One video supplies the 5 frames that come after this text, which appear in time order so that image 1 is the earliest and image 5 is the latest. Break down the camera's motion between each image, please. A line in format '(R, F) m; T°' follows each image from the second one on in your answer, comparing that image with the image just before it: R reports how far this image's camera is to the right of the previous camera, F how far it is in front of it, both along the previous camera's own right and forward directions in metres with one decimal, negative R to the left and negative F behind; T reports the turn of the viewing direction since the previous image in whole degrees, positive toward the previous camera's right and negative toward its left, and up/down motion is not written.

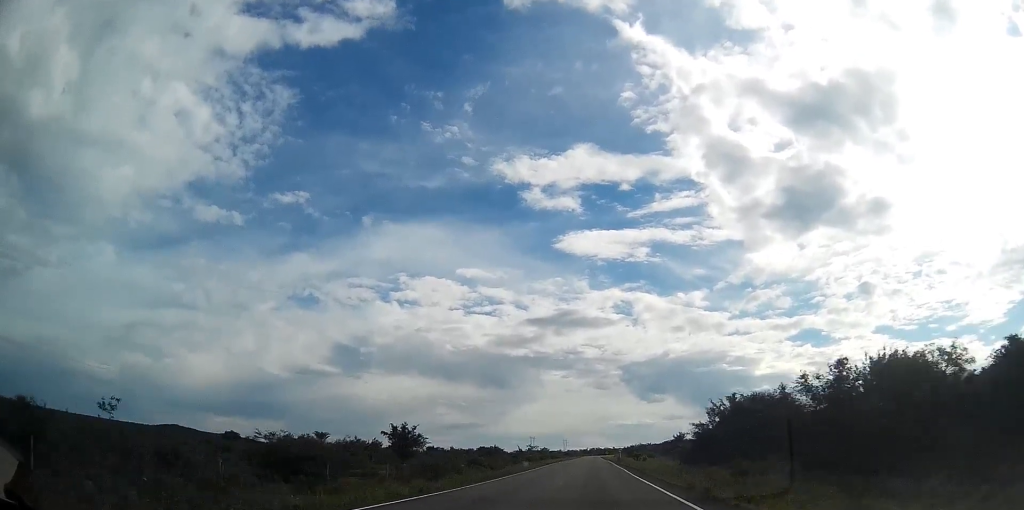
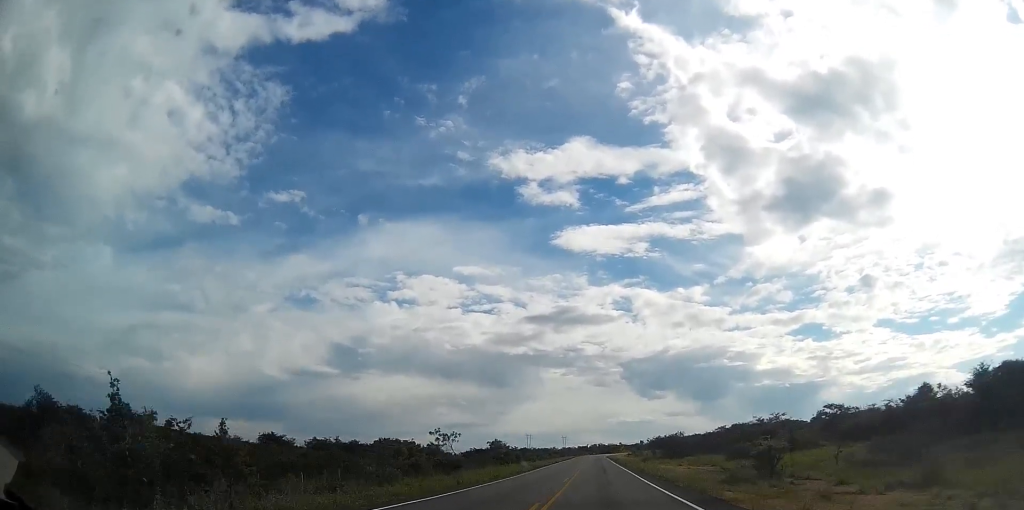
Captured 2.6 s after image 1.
(-0.6, +105.0) m; 0°
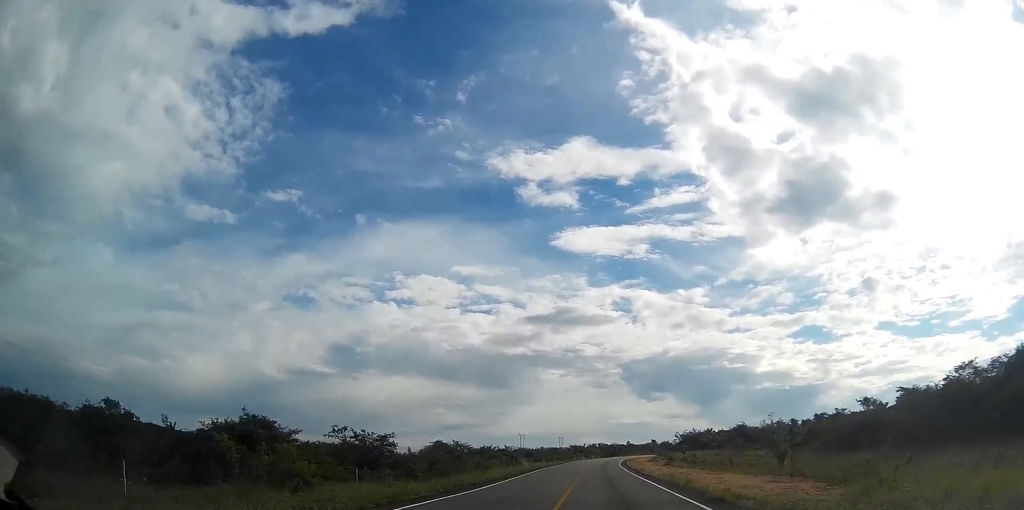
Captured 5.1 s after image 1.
(+0.2, +96.7) m; 0°
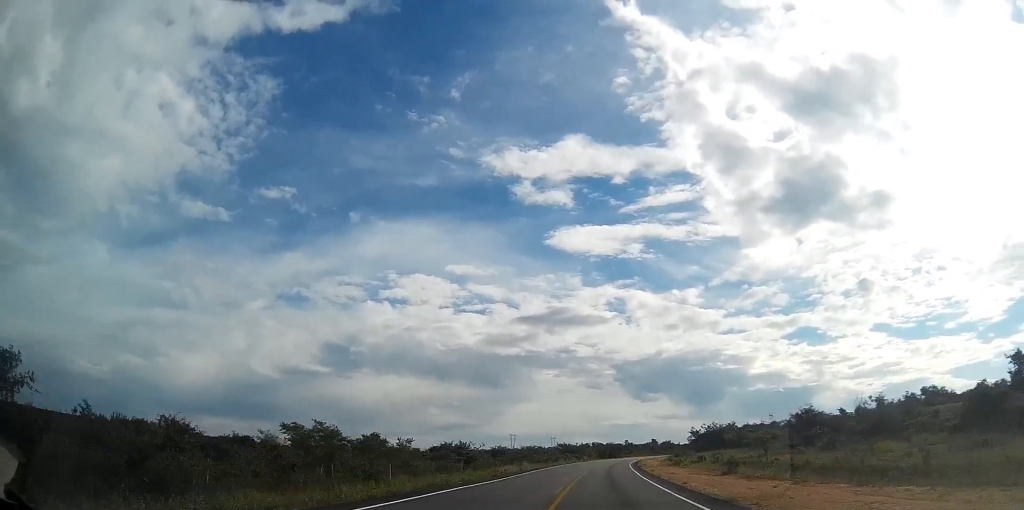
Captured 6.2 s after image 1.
(+0.1, +39.8) m; 0°
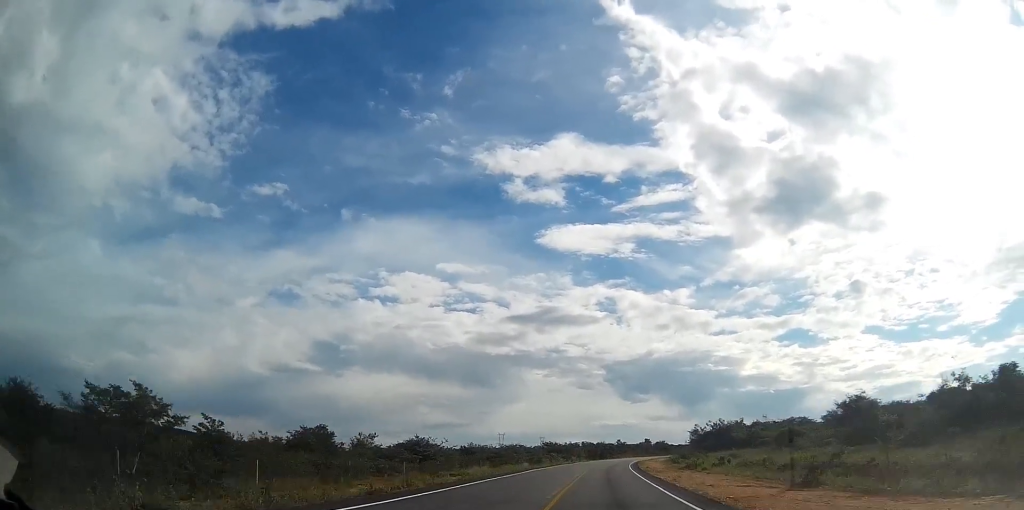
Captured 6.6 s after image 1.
(-0.1, +16.7) m; 0°
